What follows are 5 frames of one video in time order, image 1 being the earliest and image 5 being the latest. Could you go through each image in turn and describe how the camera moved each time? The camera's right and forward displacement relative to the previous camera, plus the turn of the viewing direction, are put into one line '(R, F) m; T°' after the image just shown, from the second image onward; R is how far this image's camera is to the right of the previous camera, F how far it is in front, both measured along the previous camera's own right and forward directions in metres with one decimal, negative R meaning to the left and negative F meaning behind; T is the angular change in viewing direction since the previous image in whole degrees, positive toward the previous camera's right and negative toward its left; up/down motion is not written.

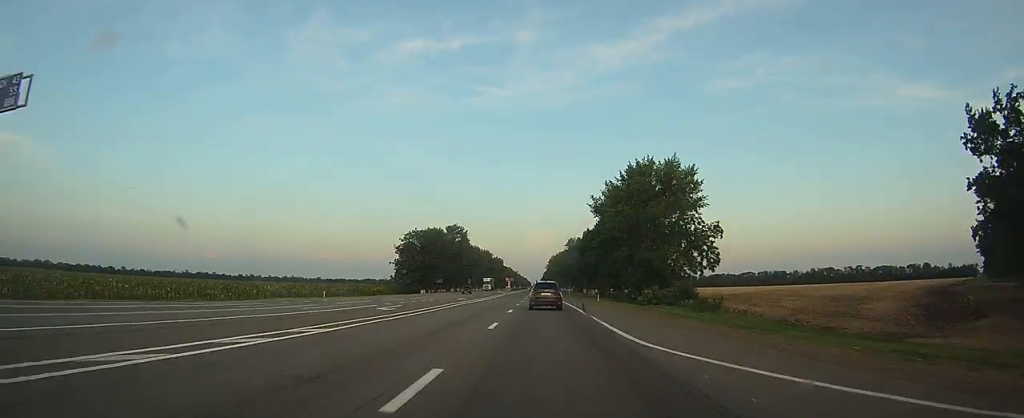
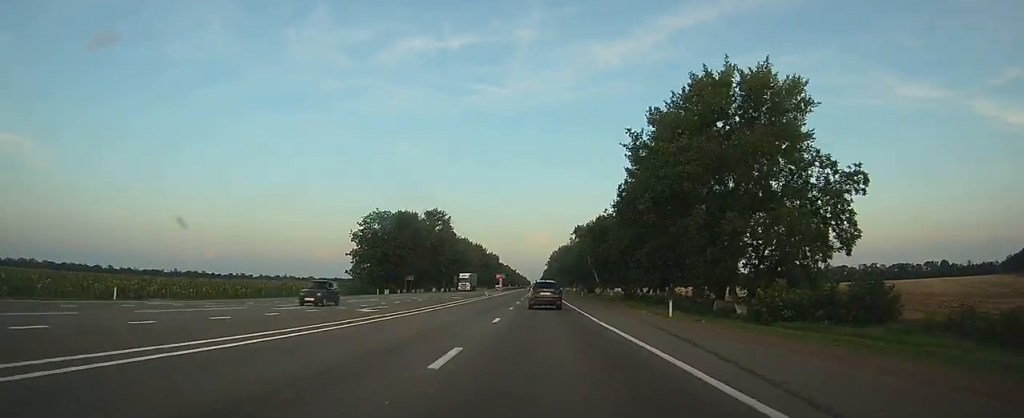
(+0.1, +32.9) m; +1°
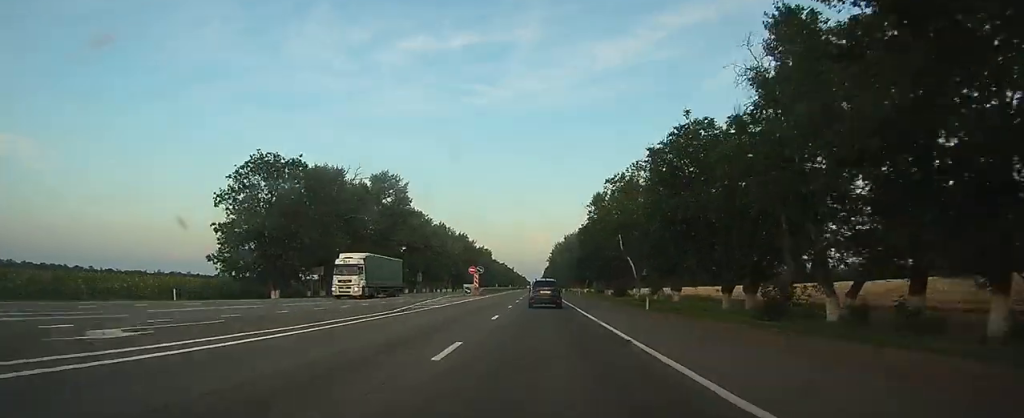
(+0.2, +47.0) m; 0°
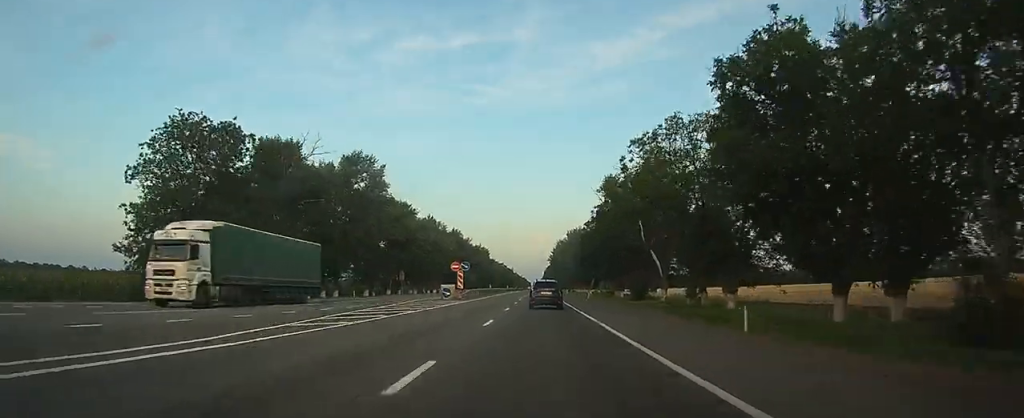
(0.0, +15.0) m; 0°
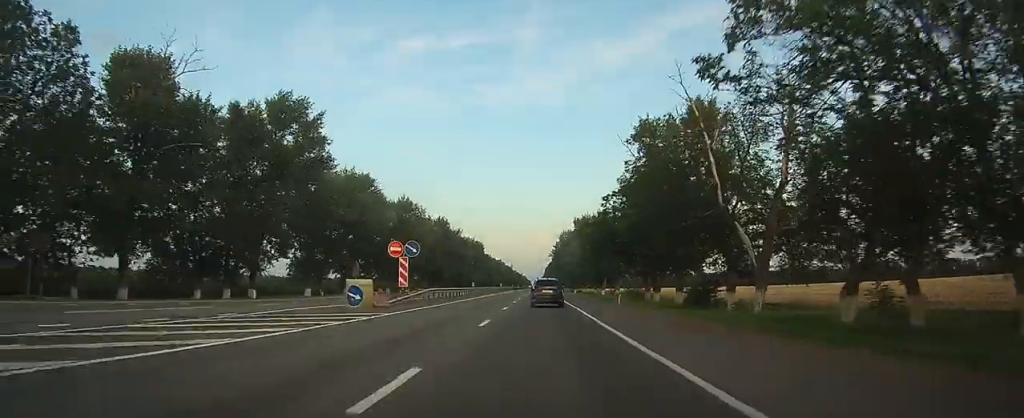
(-0.1, +25.0) m; 0°
